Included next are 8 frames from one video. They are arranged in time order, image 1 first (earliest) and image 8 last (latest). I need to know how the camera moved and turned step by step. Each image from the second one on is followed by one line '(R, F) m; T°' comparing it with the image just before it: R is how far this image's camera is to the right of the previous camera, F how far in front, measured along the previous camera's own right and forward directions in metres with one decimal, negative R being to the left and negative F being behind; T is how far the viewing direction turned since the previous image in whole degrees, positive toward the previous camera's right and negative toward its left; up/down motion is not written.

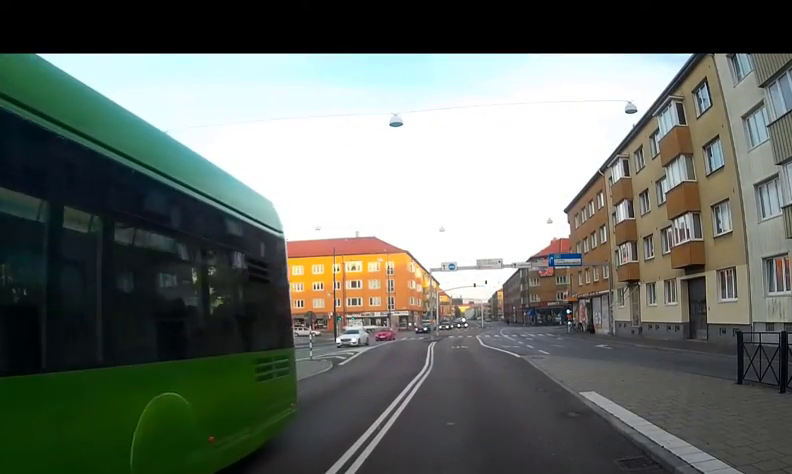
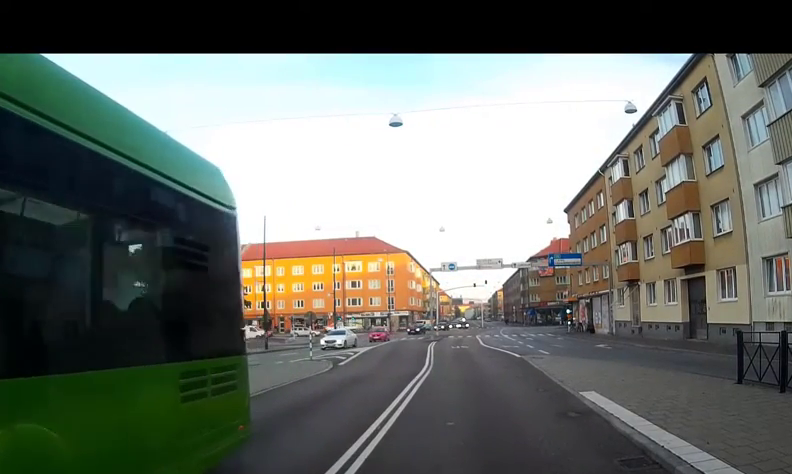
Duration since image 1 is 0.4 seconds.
(+0.2, +0.2) m; 0°
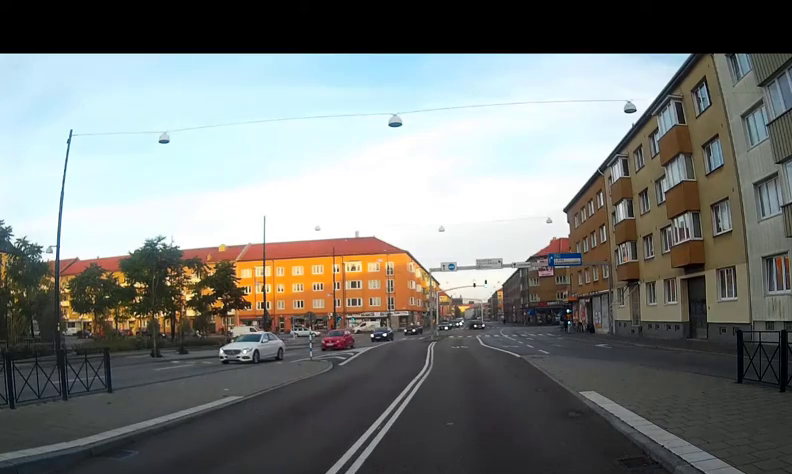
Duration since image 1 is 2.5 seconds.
(+0.2, +0.3) m; 0°
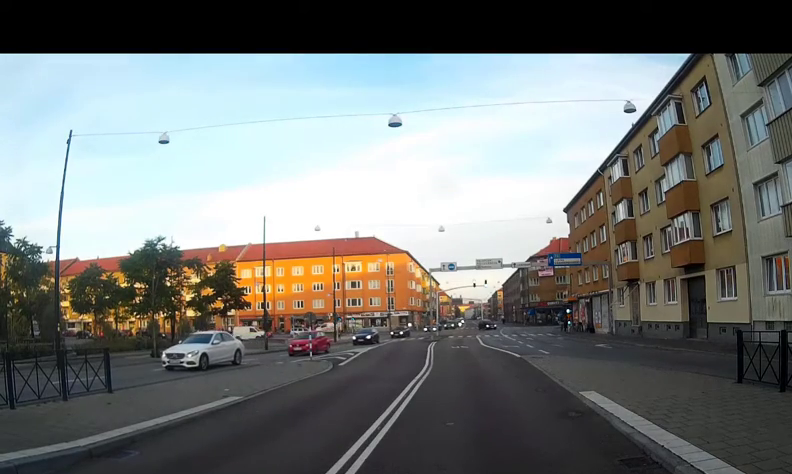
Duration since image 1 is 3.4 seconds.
(0.0, 0.0) m; 0°
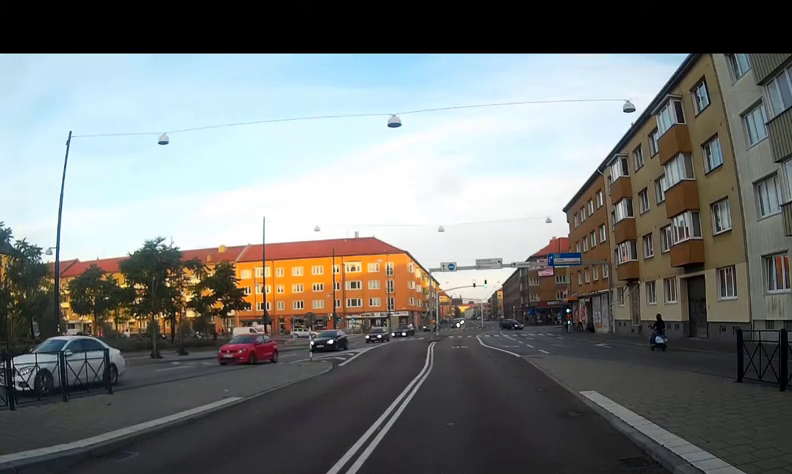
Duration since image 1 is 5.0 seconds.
(0.0, 0.0) m; 0°
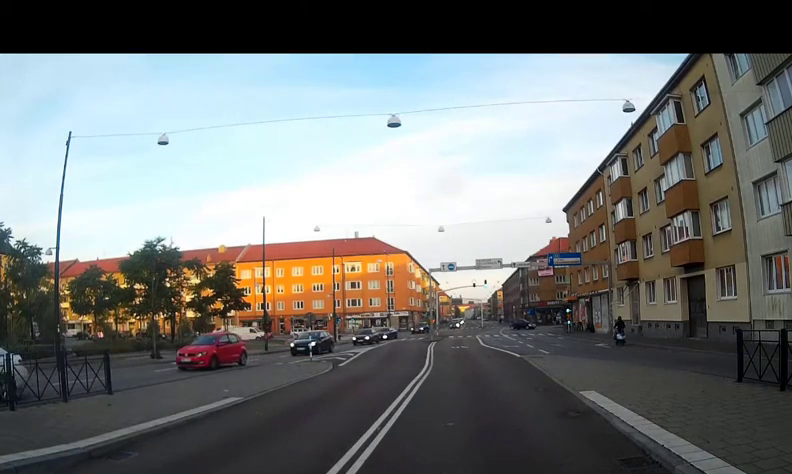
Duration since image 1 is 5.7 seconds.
(0.0, 0.0) m; 0°
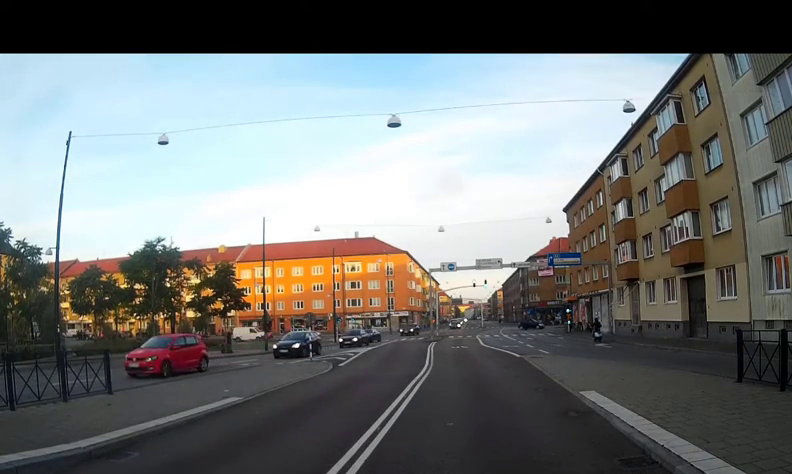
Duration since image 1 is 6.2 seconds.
(0.0, 0.0) m; 0°
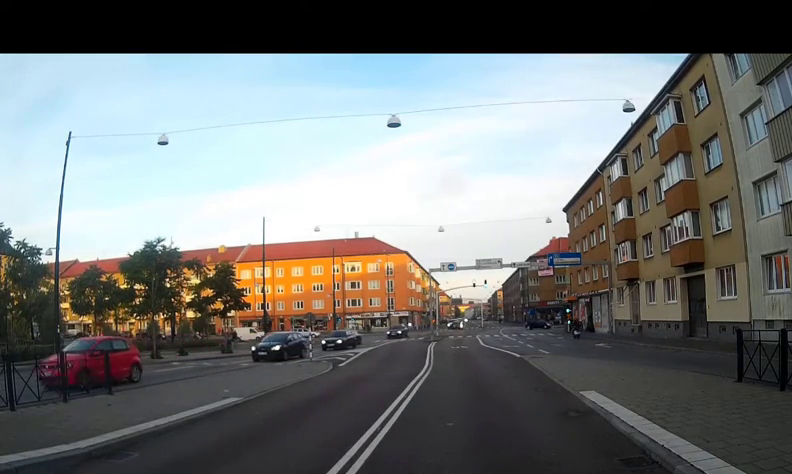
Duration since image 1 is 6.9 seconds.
(0.0, 0.0) m; 0°
